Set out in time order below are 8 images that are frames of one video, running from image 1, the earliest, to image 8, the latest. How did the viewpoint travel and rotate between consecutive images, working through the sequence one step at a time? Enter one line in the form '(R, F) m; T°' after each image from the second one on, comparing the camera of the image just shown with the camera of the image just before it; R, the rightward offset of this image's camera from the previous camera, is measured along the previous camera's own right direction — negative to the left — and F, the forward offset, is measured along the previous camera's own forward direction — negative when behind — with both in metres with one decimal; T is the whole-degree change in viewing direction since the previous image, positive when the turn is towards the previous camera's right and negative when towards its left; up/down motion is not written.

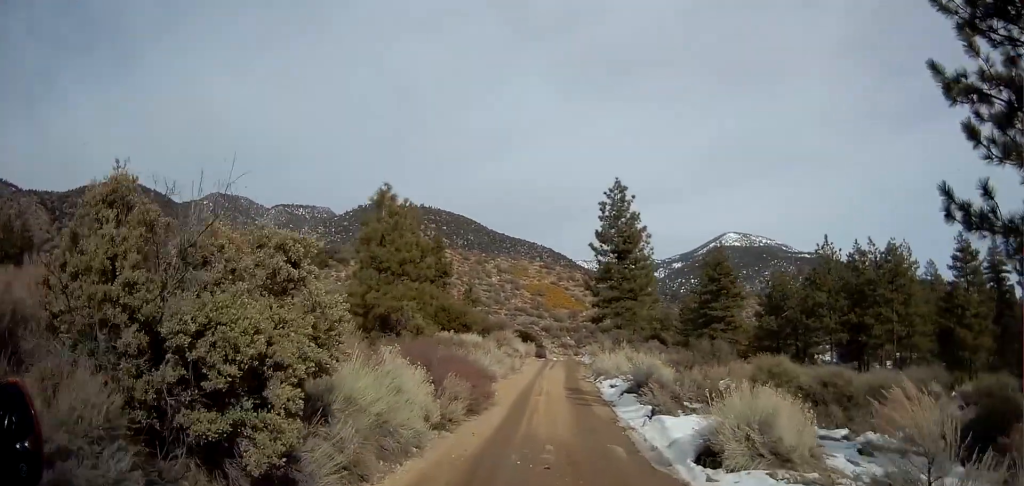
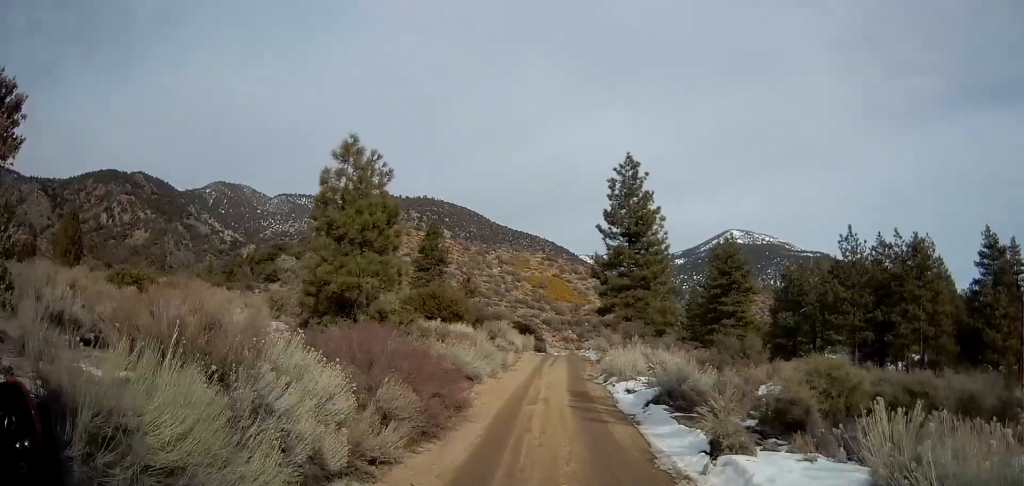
(-0.3, +5.2) m; -1°
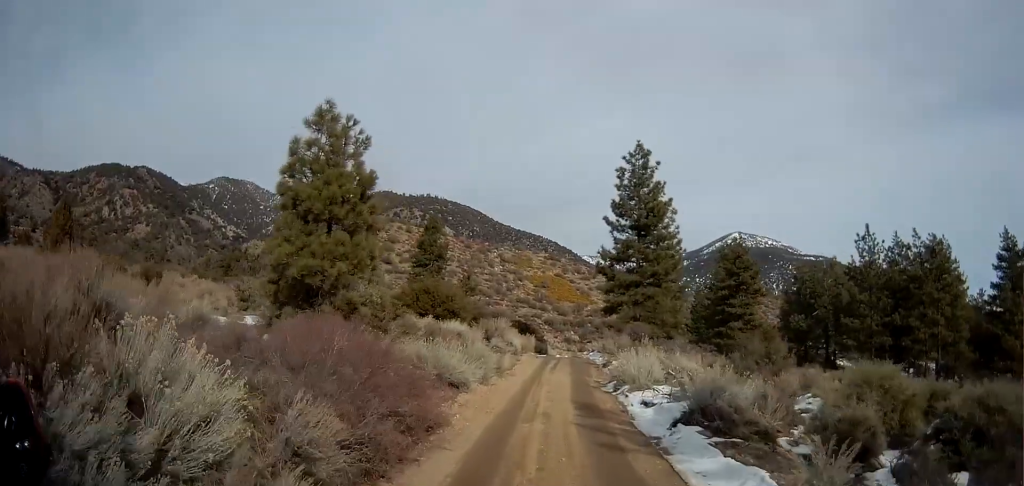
(+0.1, +3.2) m; +1°
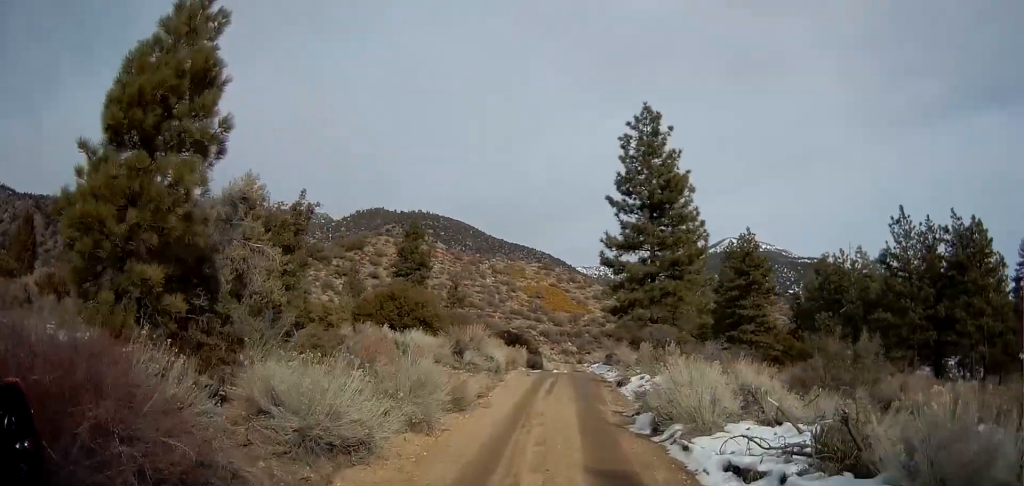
(+0.1, +8.0) m; +1°
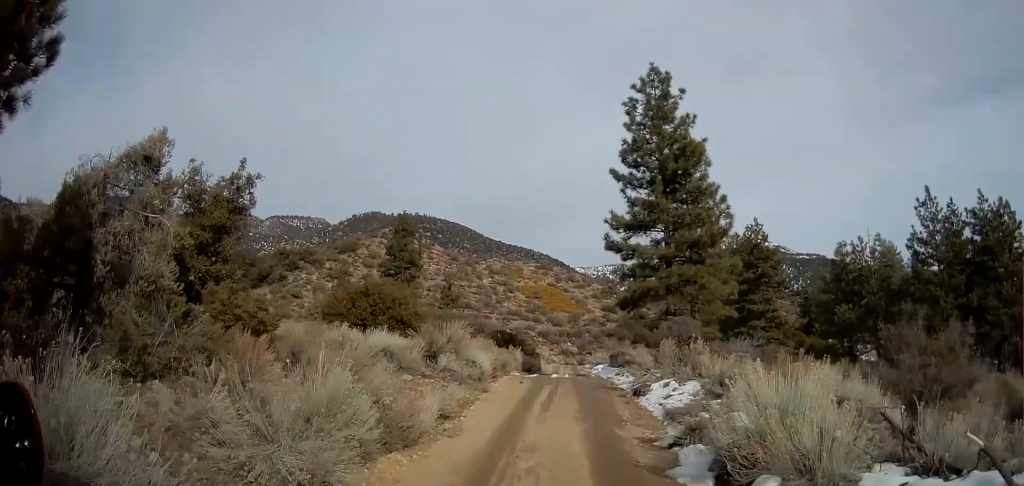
(0.0, +4.8) m; 0°
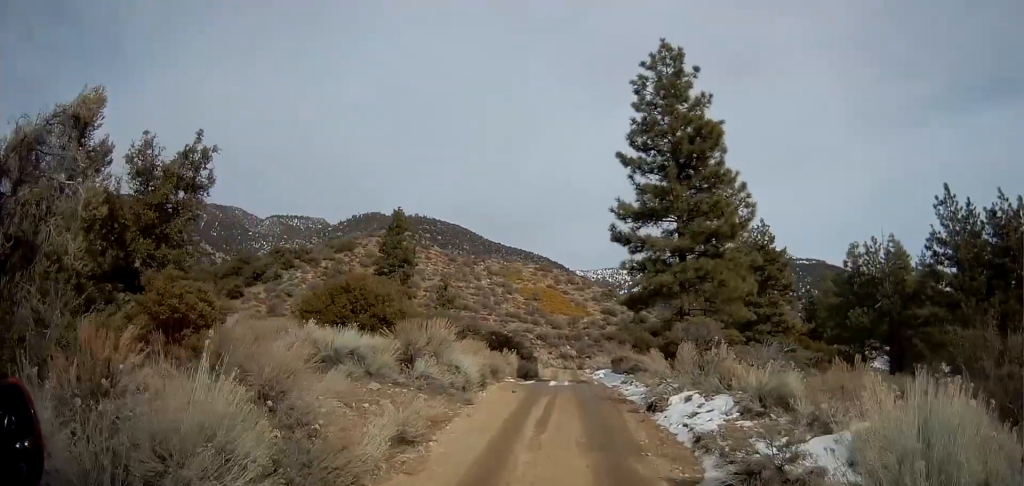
(0.0, +2.8) m; 0°
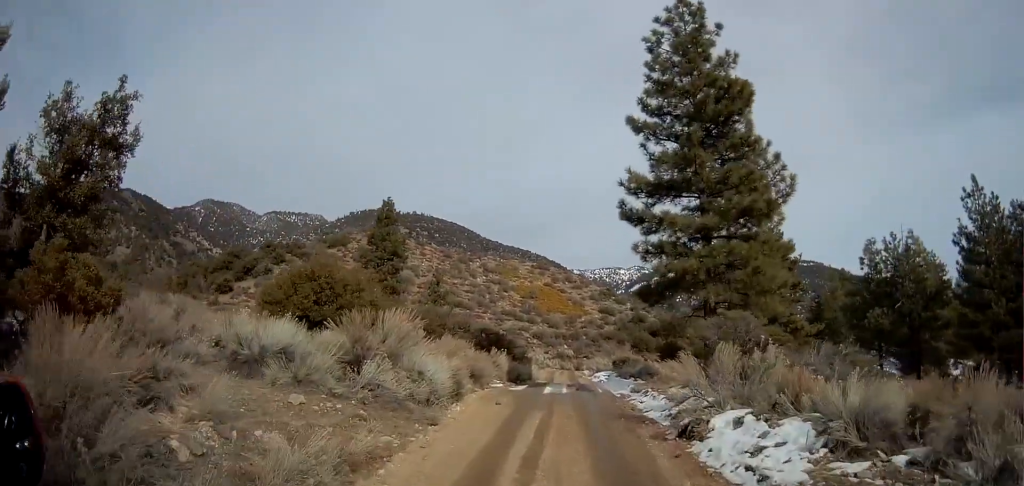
(0.0, +4.0) m; +1°
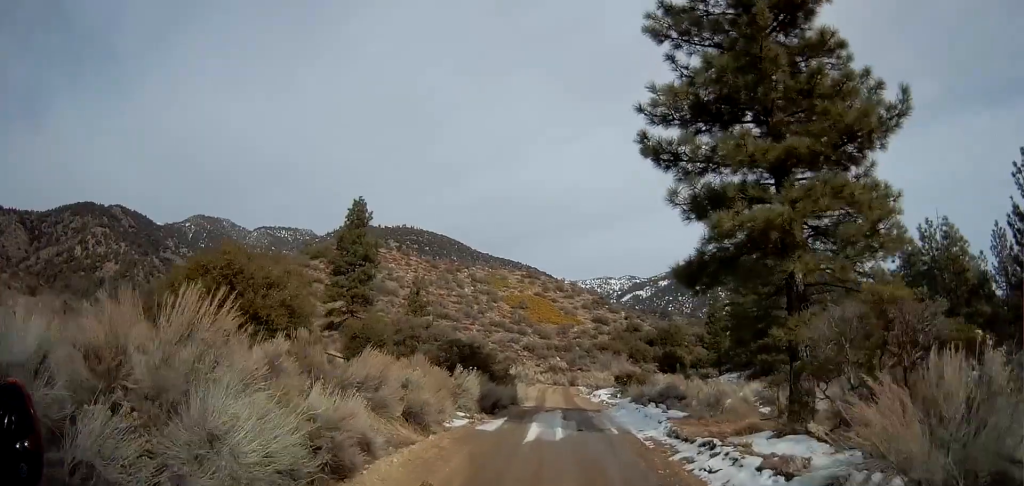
(+0.2, +7.5) m; +2°
